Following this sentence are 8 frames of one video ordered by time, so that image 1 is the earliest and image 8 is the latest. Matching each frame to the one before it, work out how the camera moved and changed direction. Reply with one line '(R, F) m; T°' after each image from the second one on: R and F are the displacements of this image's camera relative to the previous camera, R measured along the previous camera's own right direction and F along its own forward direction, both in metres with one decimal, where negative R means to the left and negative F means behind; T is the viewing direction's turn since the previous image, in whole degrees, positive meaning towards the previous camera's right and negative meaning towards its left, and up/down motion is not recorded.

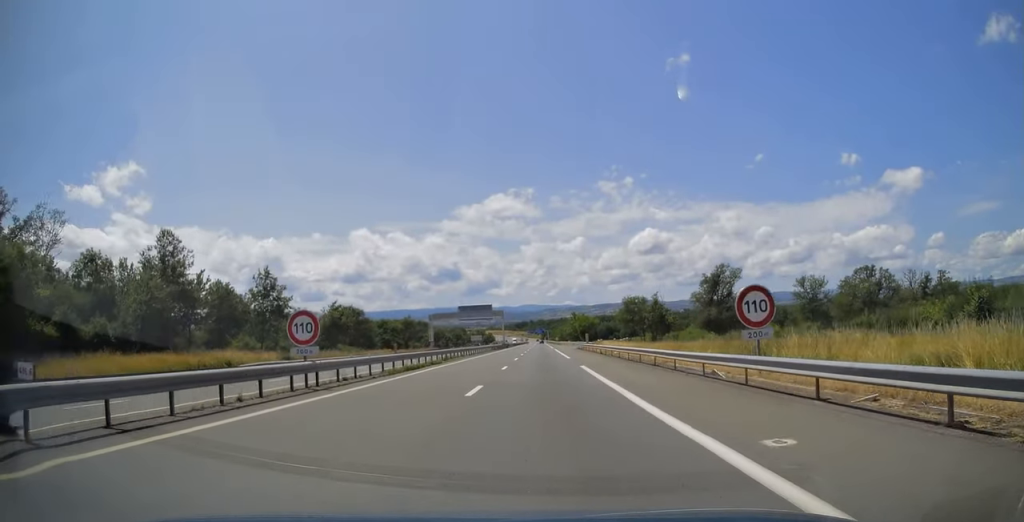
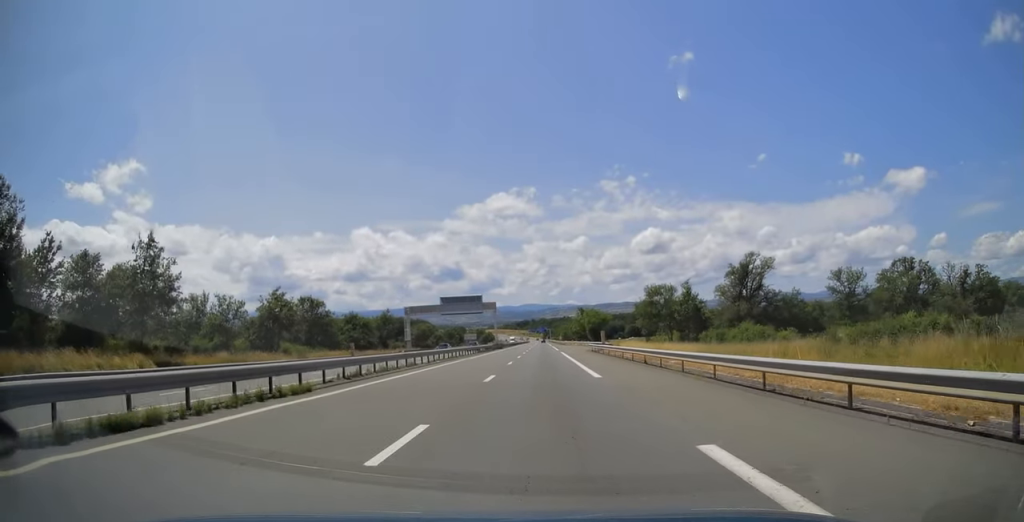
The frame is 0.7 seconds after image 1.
(-0.1, +21.3) m; 0°
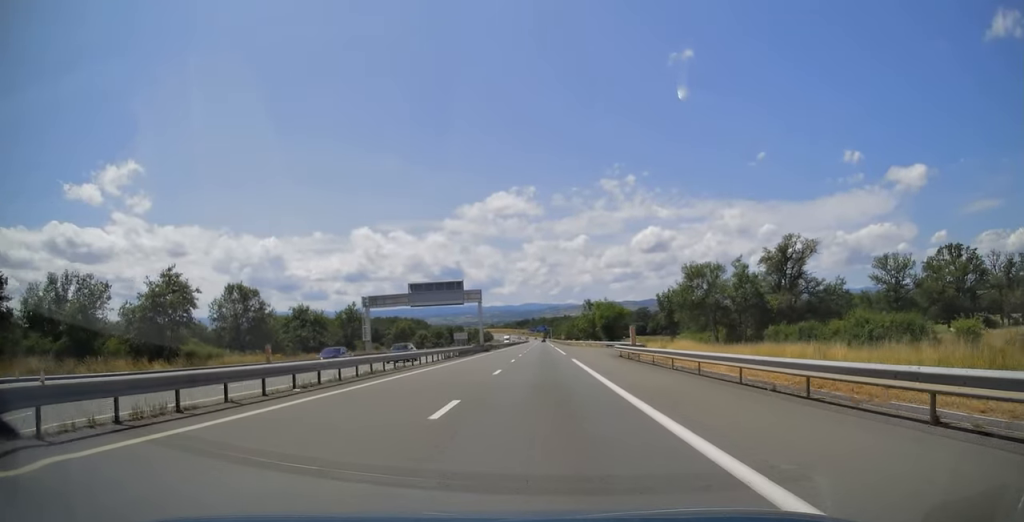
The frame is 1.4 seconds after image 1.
(-0.1, +22.3) m; 0°
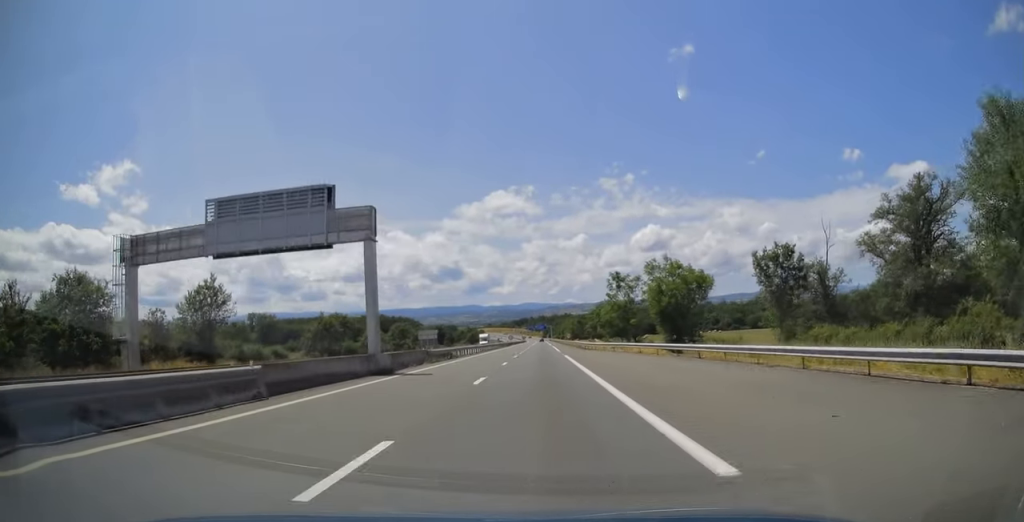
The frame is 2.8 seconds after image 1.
(0.0, +44.6) m; 0°
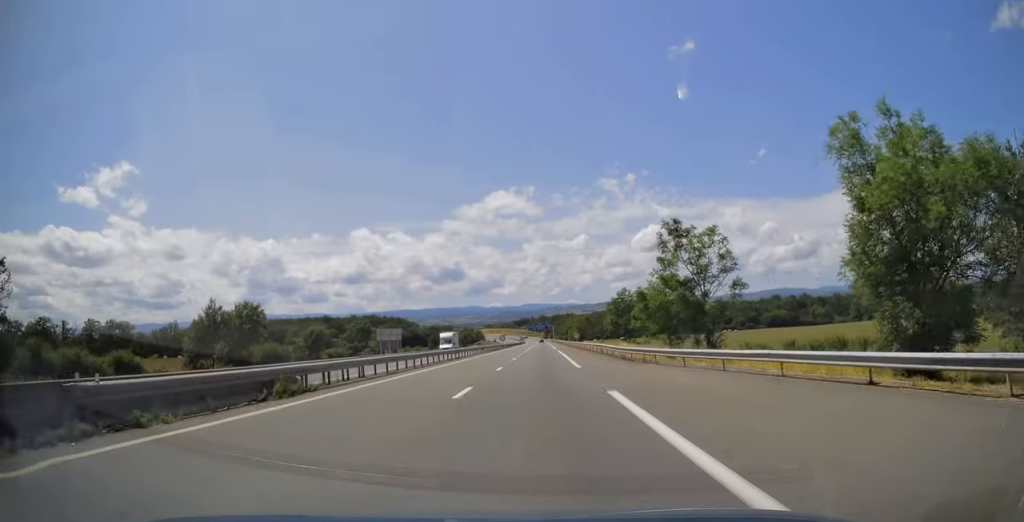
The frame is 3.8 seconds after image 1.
(+0.1, +30.1) m; 0°
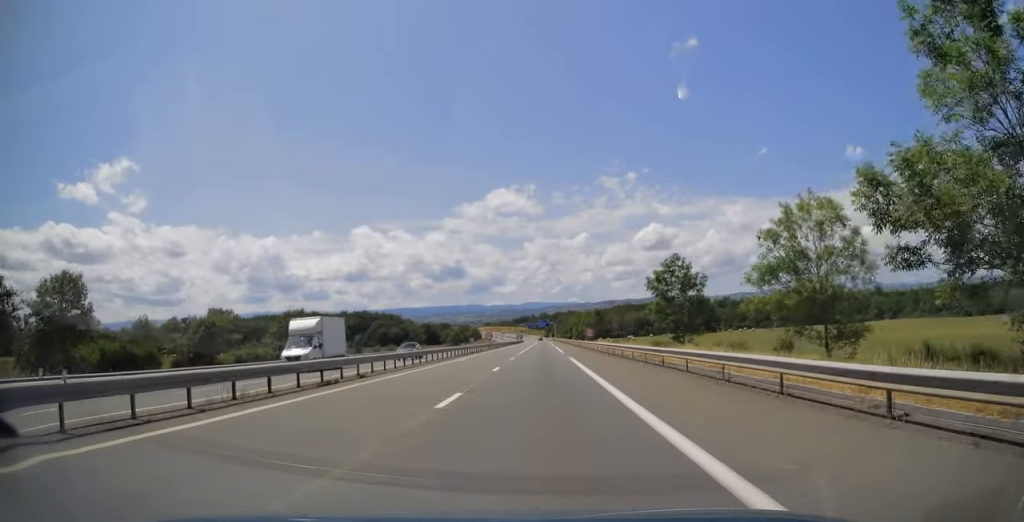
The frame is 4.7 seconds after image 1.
(-0.1, +28.5) m; 0°
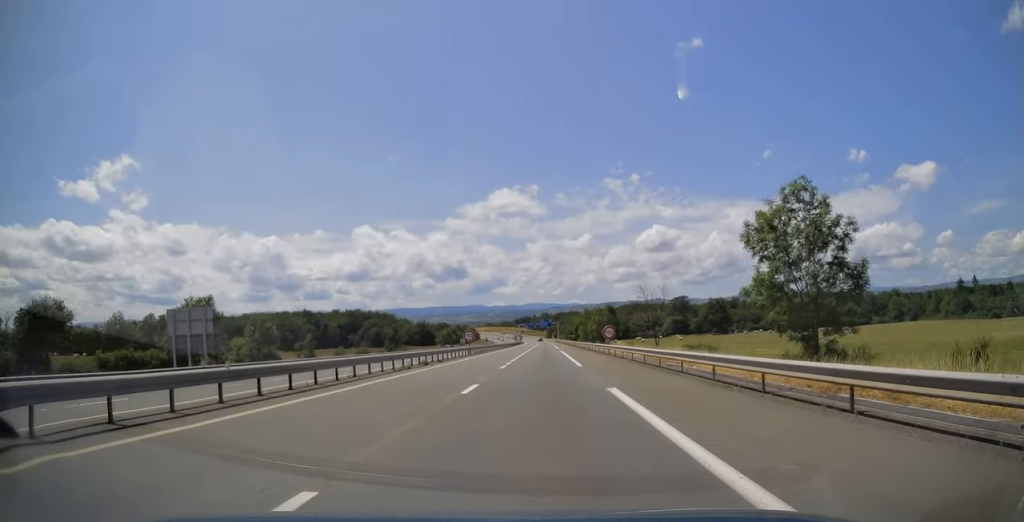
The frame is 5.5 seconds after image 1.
(-0.1, +22.7) m; 0°
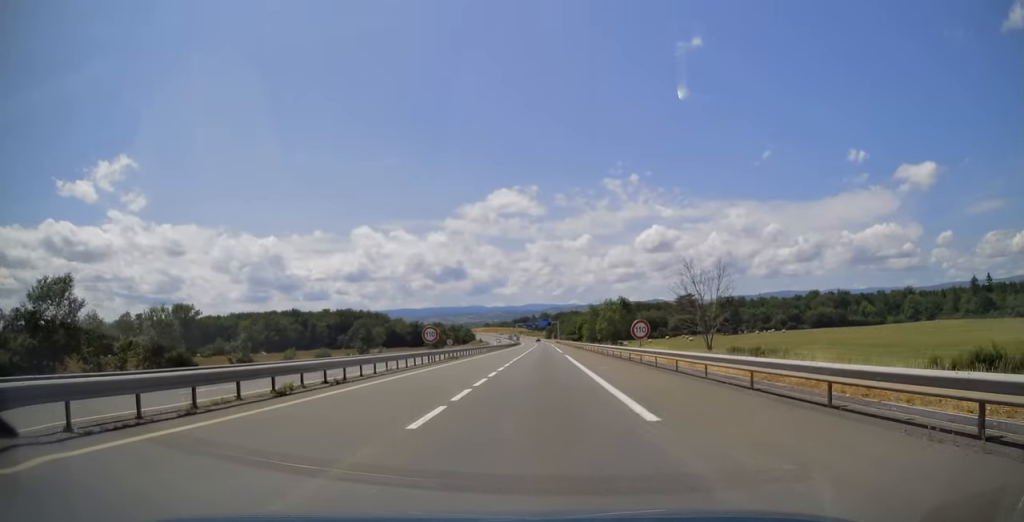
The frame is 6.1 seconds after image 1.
(-0.1, +19.1) m; 0°
